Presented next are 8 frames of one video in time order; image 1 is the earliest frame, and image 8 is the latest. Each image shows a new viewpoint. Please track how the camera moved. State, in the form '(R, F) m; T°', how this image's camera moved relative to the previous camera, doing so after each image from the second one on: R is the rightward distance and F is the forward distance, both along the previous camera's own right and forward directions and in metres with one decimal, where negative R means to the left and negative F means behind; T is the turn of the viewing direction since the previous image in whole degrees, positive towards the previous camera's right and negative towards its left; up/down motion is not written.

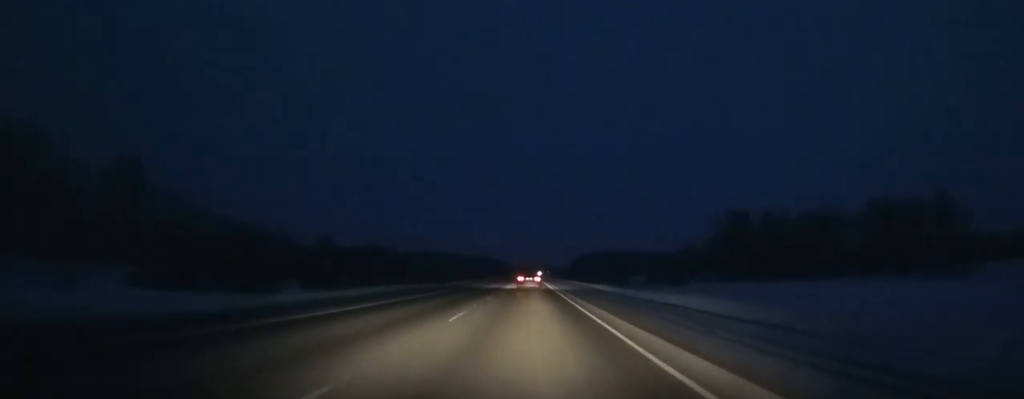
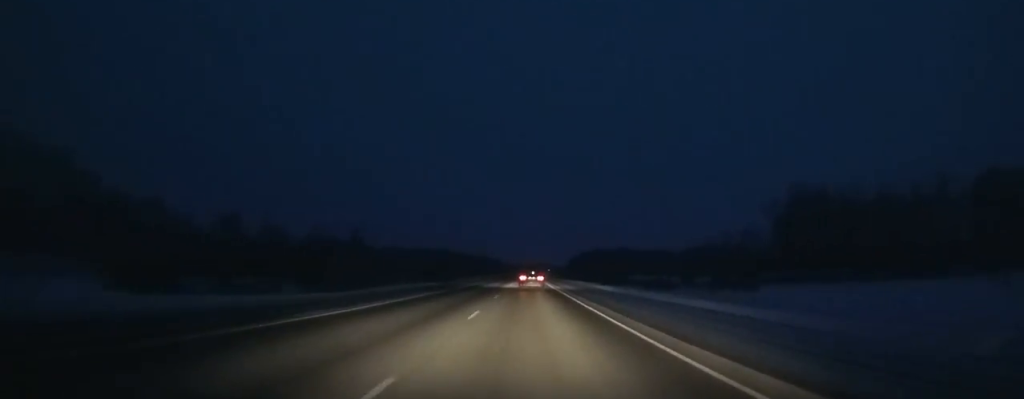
(+0.4, +46.1) m; 0°
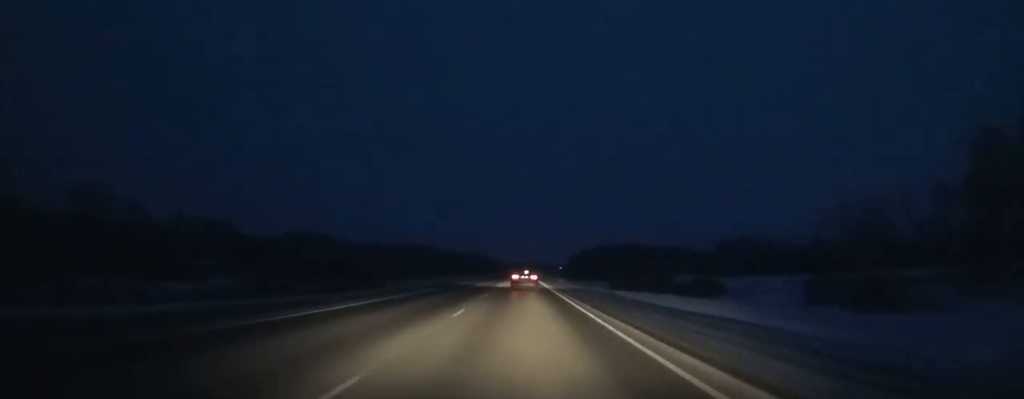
(+0.1, +72.3) m; 0°
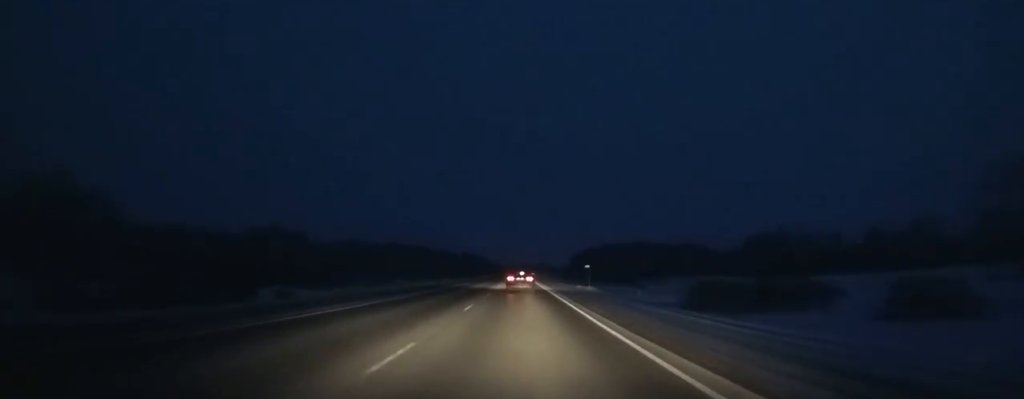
(-0.1, +45.4) m; 0°
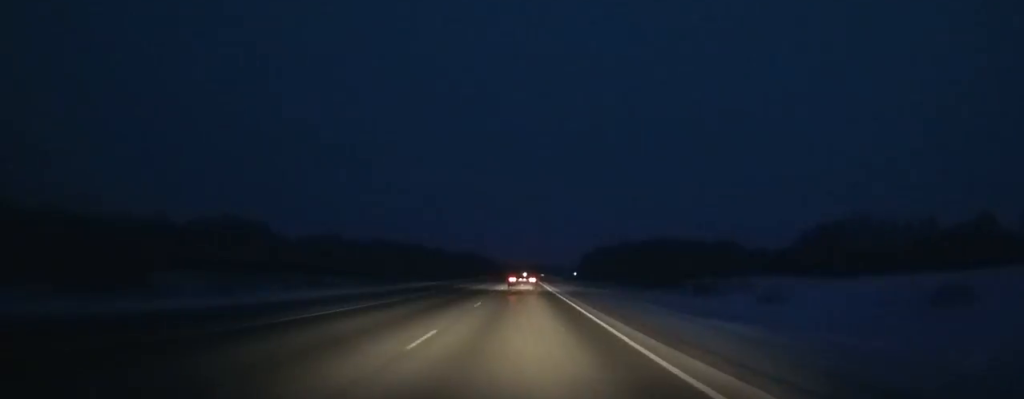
(-0.1, +56.8) m; 0°
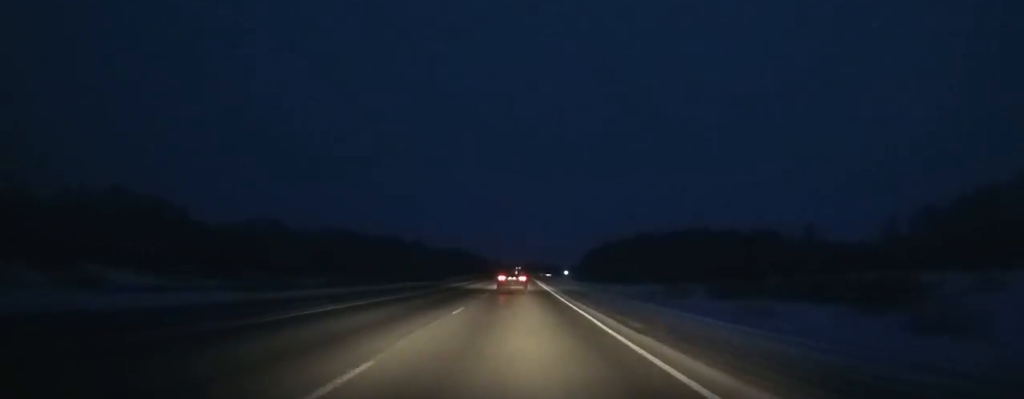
(+0.1, +74.1) m; 0°
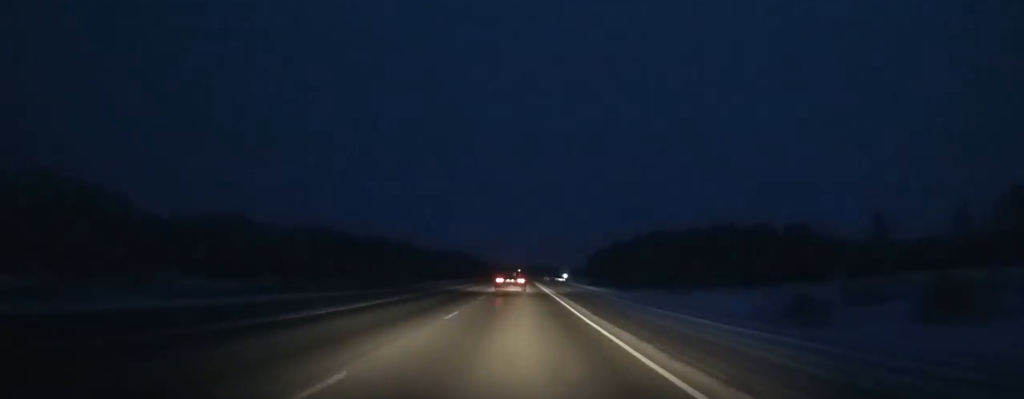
(0.0, +36.2) m; 0°
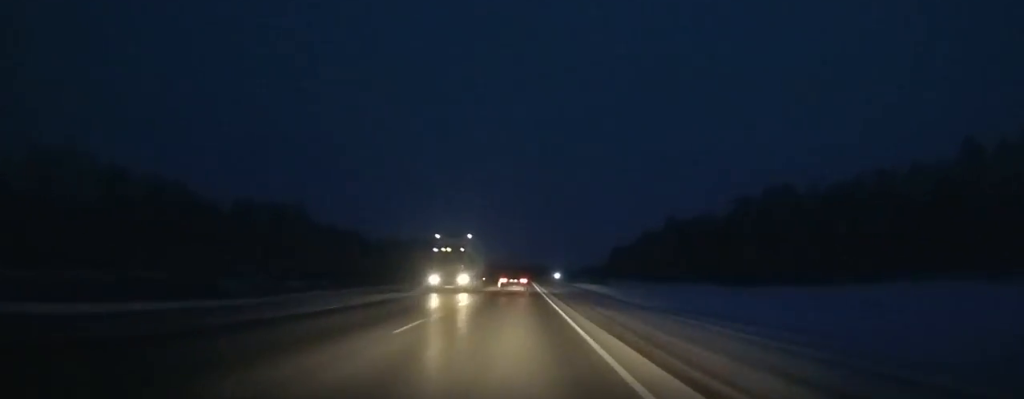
(+0.7, +158.5) m; 0°
